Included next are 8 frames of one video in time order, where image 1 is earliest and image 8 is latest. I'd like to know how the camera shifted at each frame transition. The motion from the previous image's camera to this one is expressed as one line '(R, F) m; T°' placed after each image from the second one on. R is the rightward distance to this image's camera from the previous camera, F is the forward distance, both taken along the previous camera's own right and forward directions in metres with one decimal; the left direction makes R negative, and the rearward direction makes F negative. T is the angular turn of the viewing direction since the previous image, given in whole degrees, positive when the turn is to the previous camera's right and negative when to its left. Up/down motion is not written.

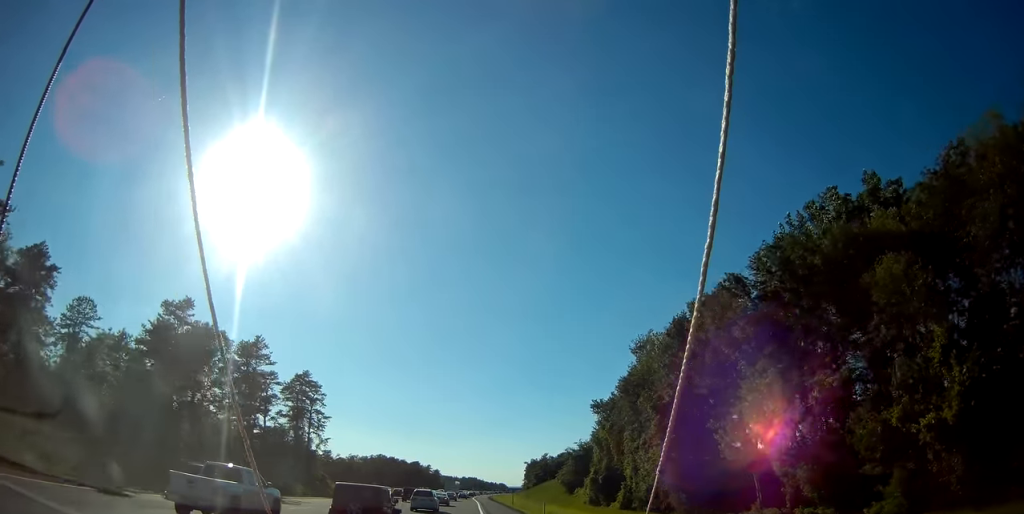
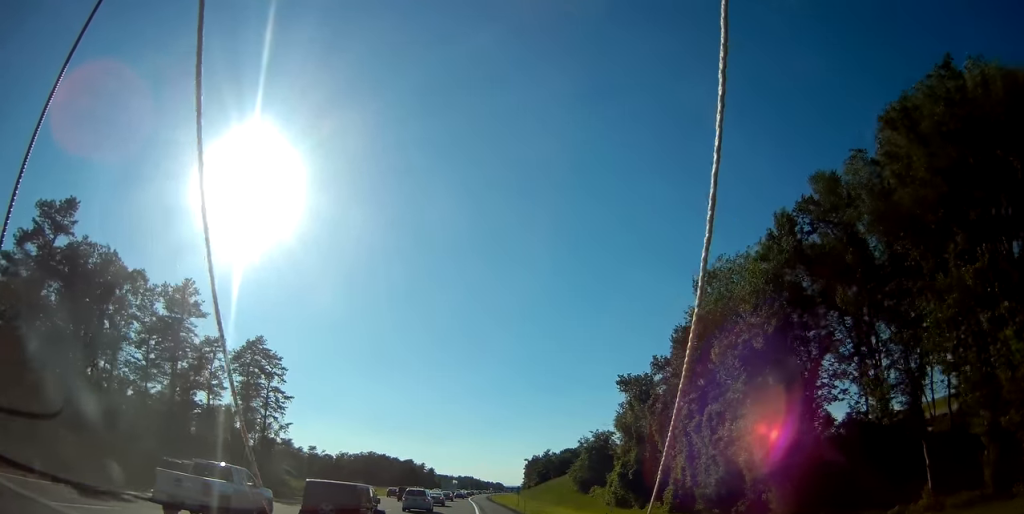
(+0.3, +19.6) m; +1°
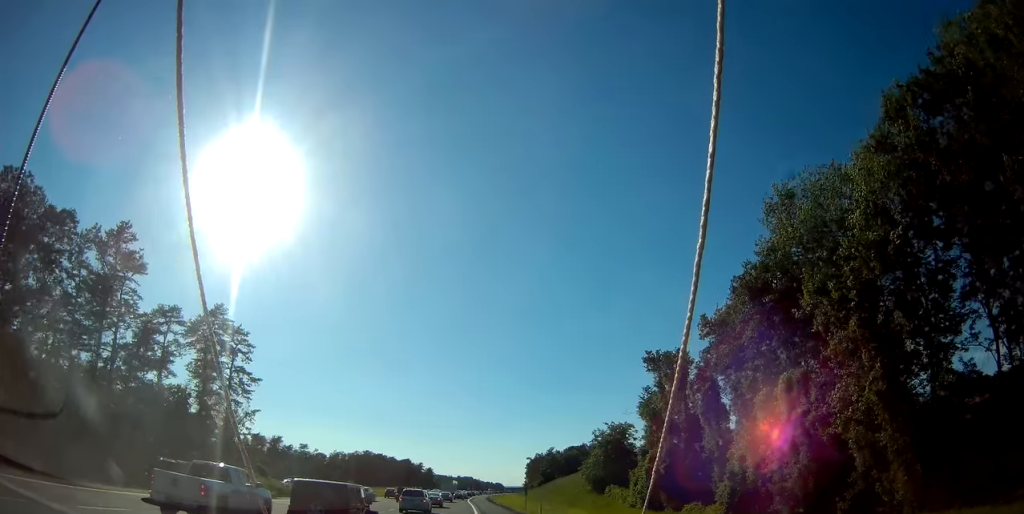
(+0.1, +12.3) m; 0°
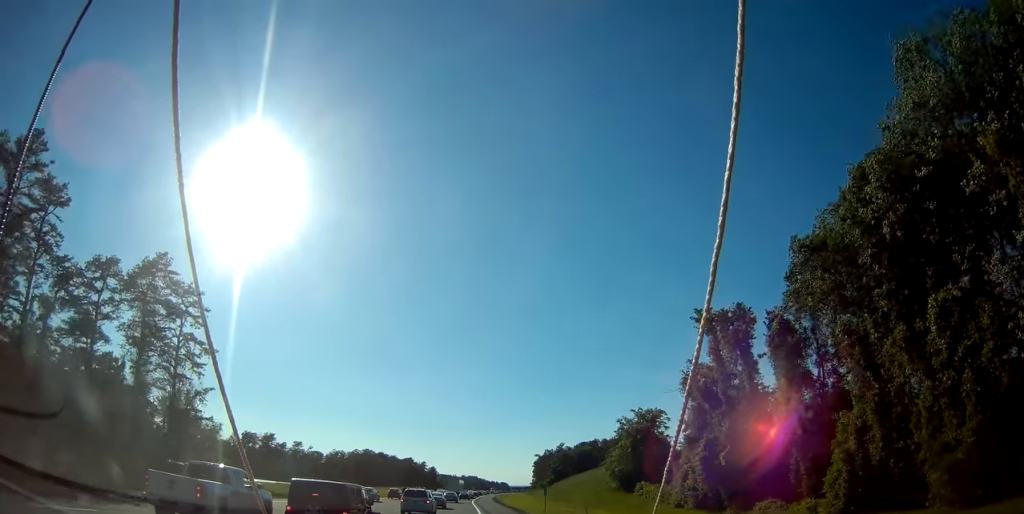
(0.0, +13.7) m; 0°
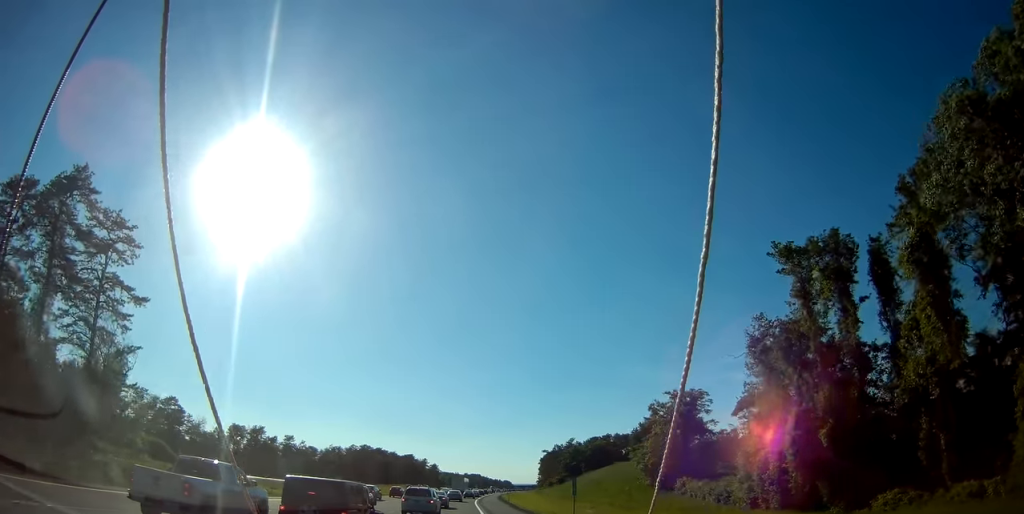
(0.0, +13.9) m; 0°
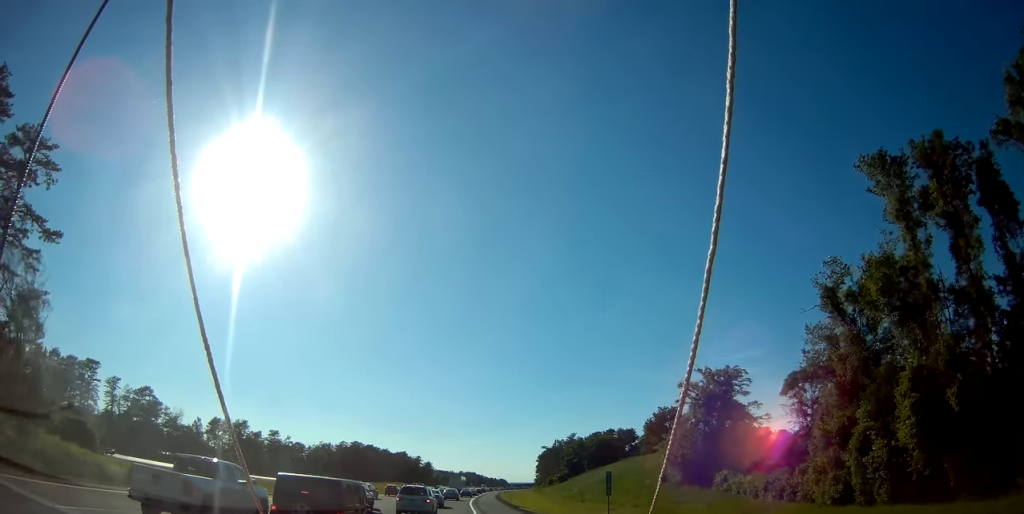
(0.0, +11.7) m; -1°
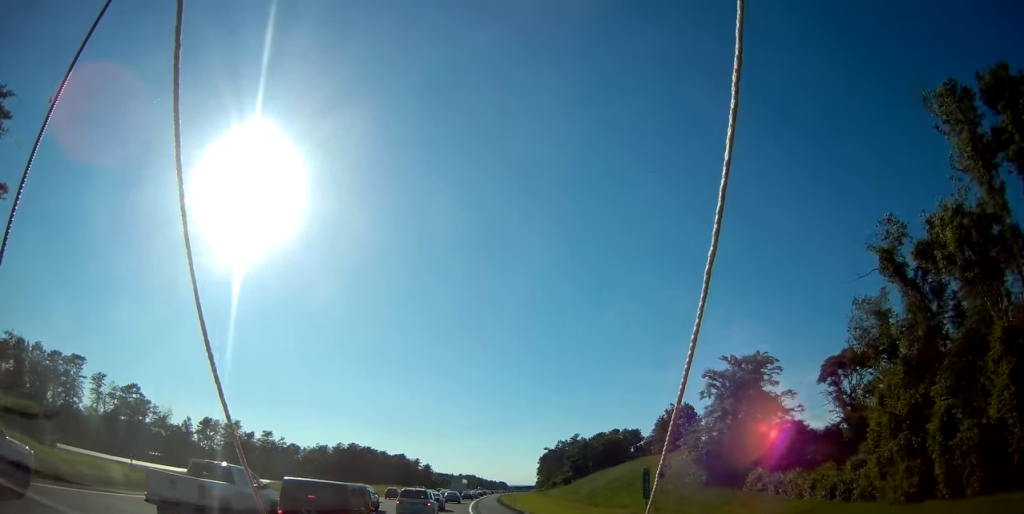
(-0.1, +6.7) m; 0°
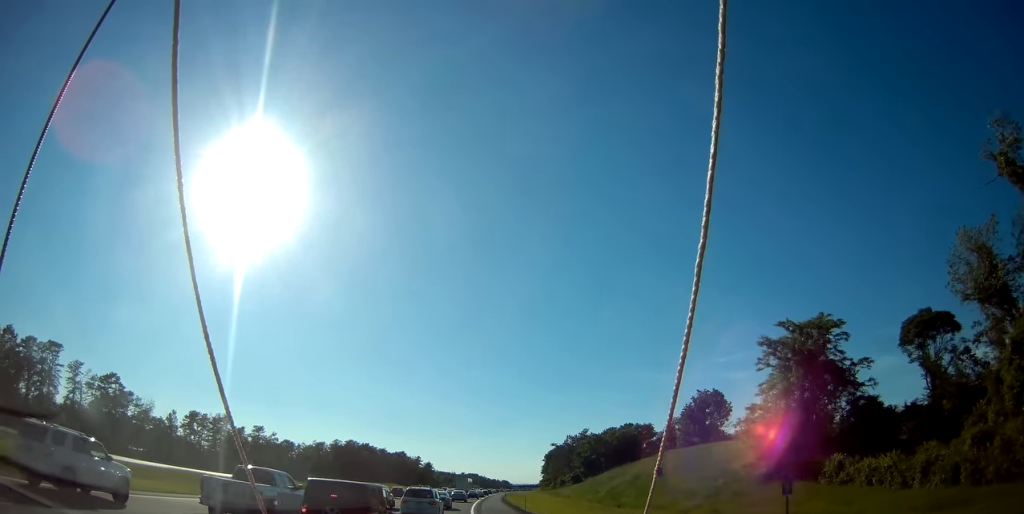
(+0.2, +10.7) m; +1°
